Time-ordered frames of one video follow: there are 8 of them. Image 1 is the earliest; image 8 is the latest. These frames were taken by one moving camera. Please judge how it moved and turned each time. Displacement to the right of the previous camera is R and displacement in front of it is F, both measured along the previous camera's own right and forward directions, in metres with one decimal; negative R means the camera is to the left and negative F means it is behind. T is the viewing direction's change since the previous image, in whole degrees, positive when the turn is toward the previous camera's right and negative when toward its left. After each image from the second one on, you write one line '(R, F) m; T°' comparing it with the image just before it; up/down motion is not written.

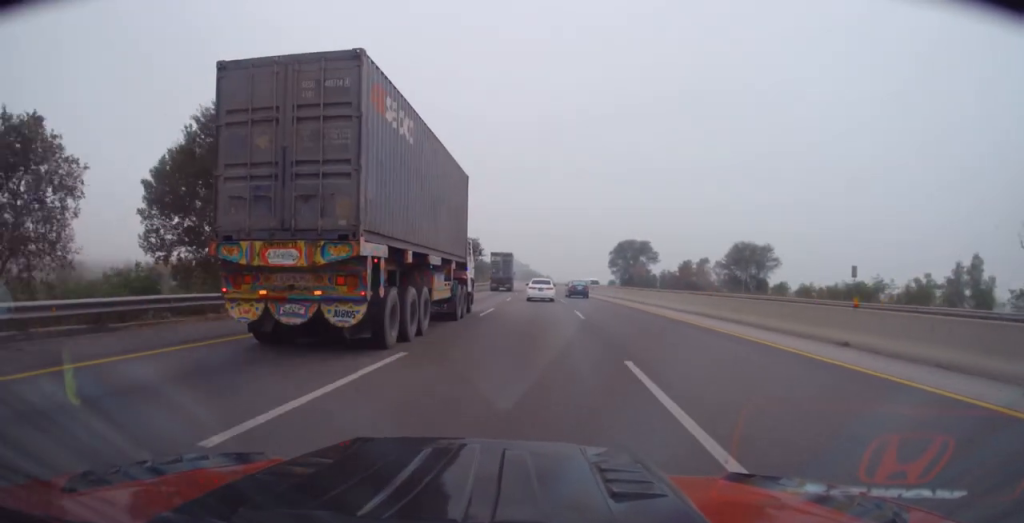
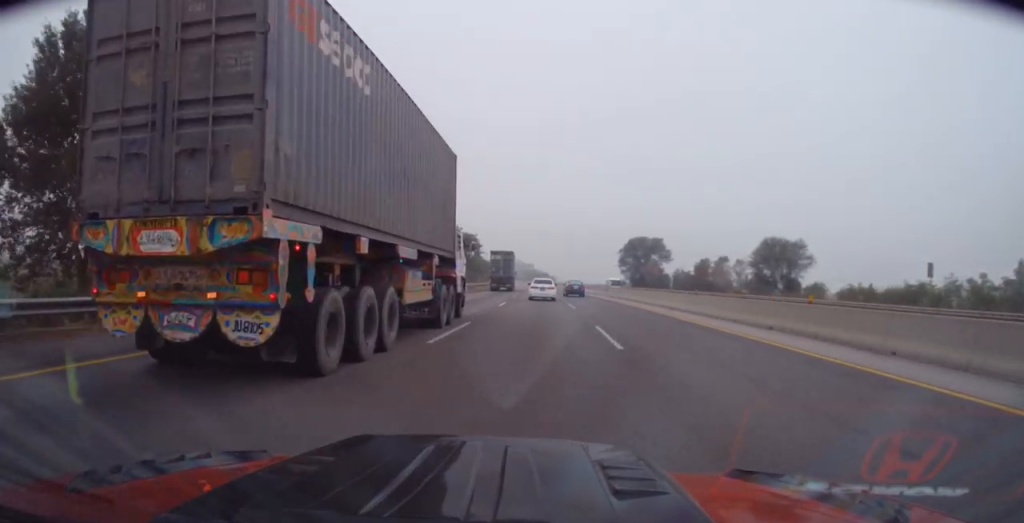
(+0.1, +10.2) m; 0°
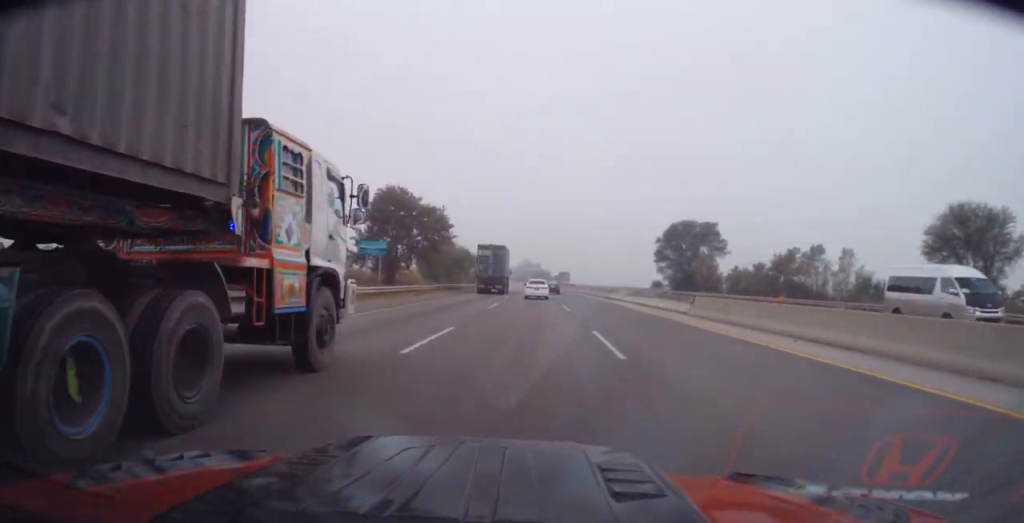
(-0.4, +37.5) m; 0°
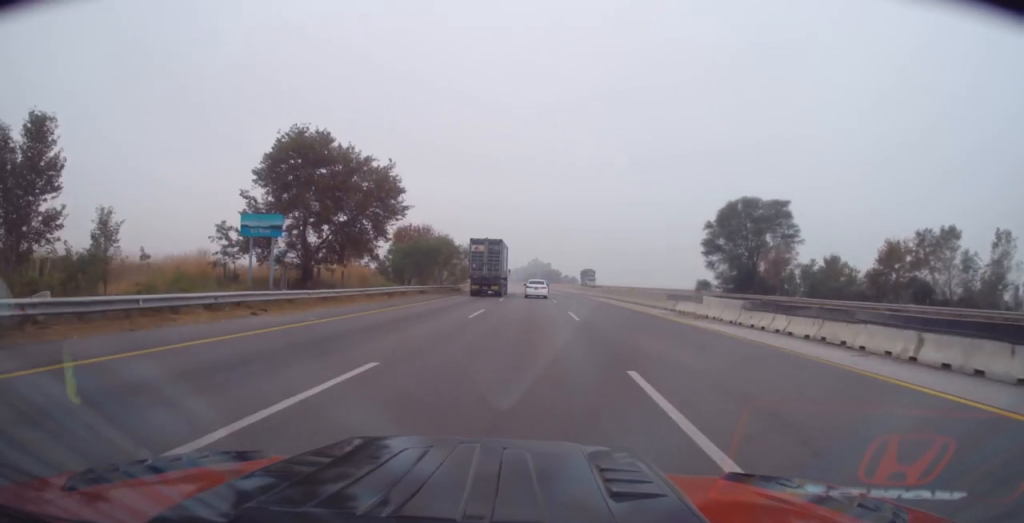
(+0.1, +25.6) m; -1°
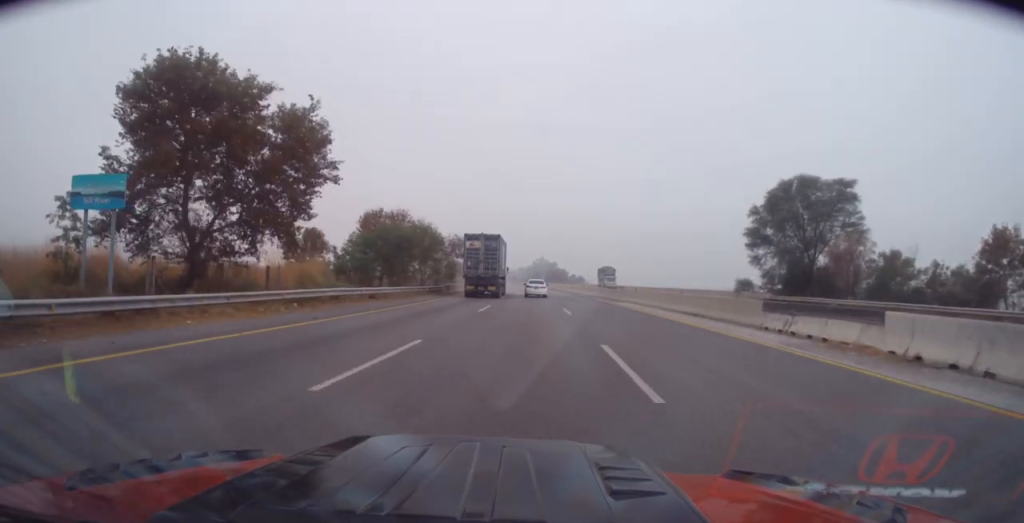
(-0.1, +14.5) m; -1°
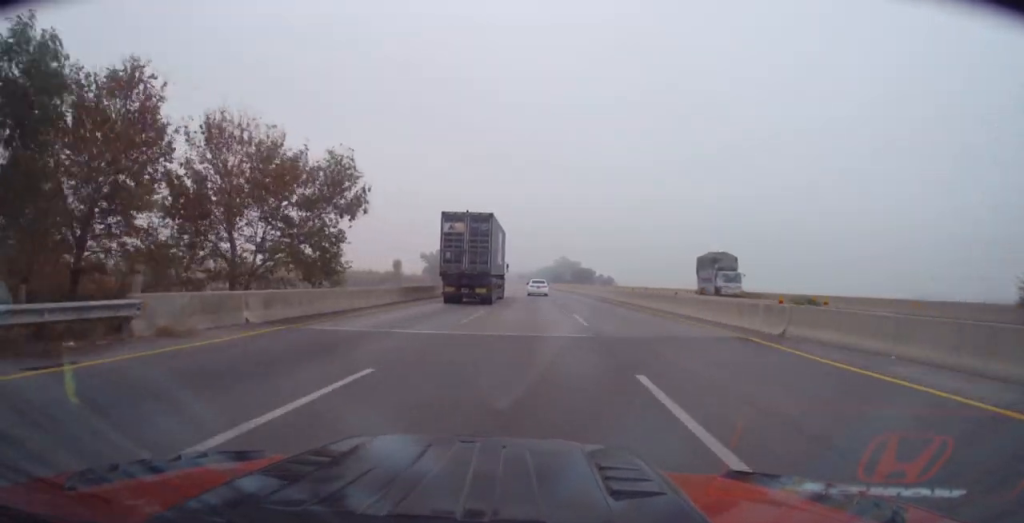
(-0.8, +40.1) m; -2°
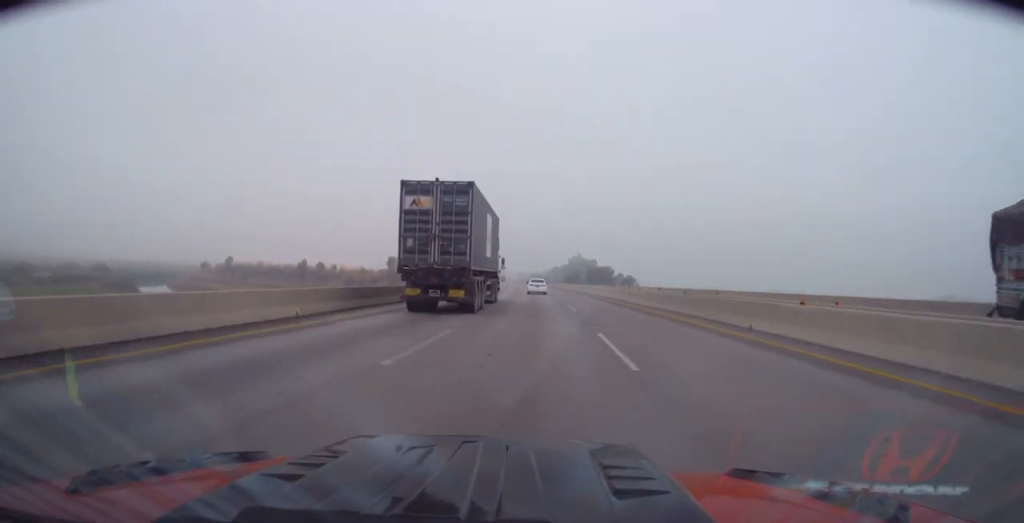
(-0.3, +27.3) m; -2°
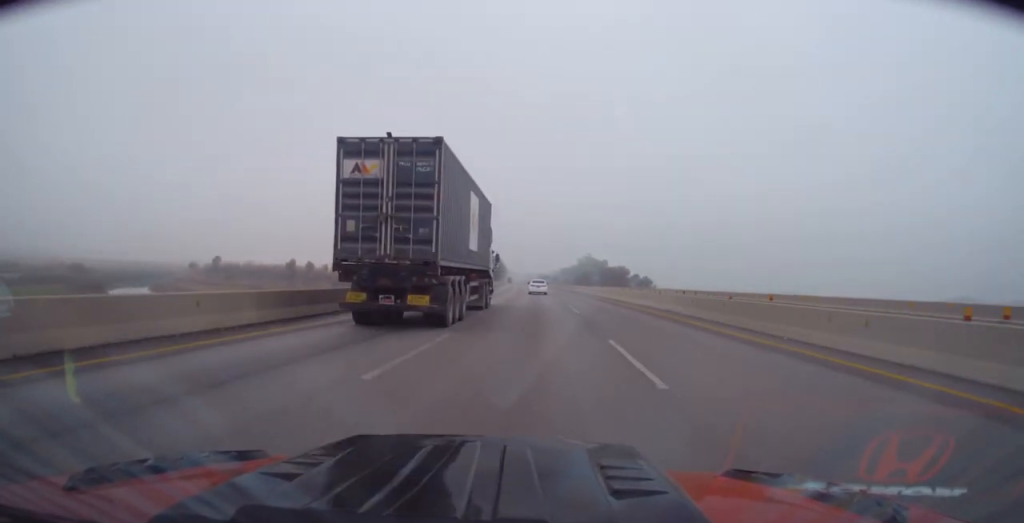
(-0.3, +19.5) m; -1°
